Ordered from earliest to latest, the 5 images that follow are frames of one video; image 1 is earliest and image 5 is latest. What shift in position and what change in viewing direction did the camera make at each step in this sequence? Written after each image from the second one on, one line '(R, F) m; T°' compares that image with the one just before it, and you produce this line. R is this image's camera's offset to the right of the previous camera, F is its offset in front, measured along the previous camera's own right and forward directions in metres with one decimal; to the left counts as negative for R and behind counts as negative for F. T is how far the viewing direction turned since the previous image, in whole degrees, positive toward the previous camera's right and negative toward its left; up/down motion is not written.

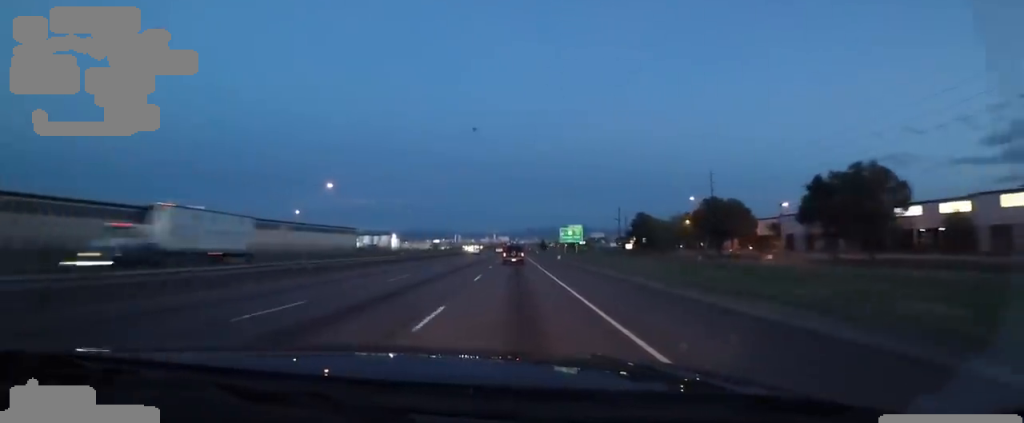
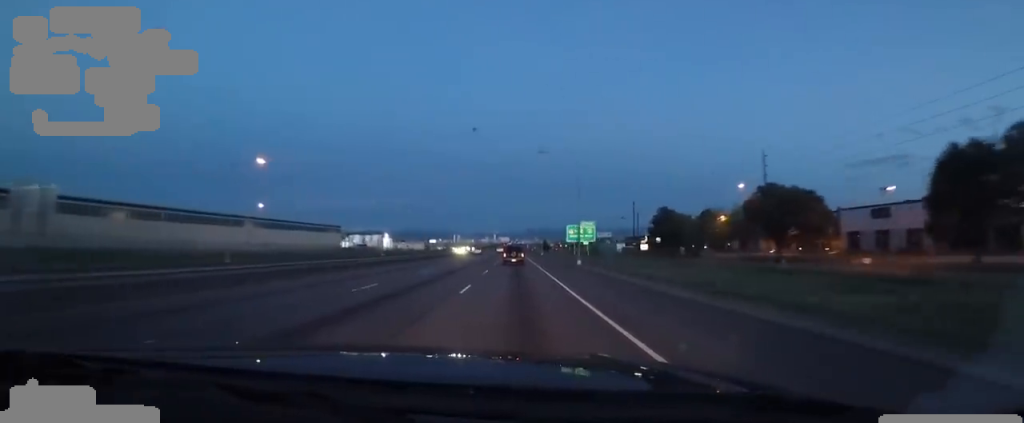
(0.0, +17.8) m; 0°
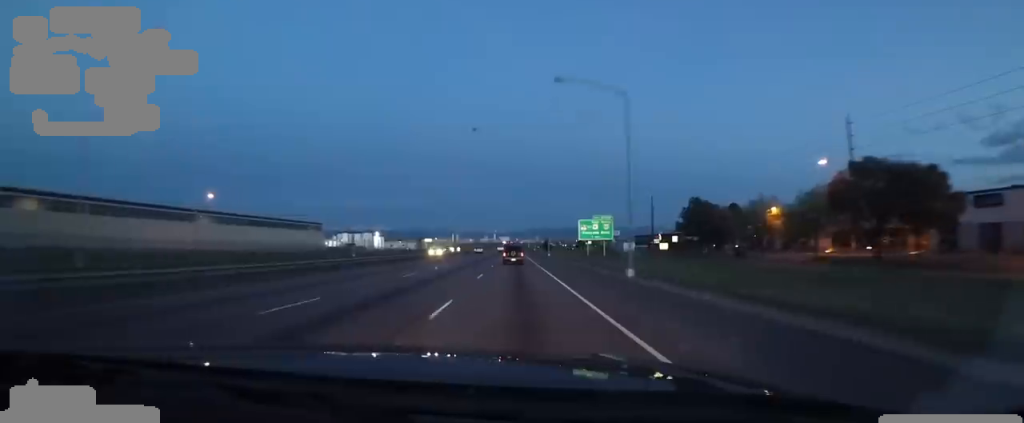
(0.0, +17.8) m; 0°
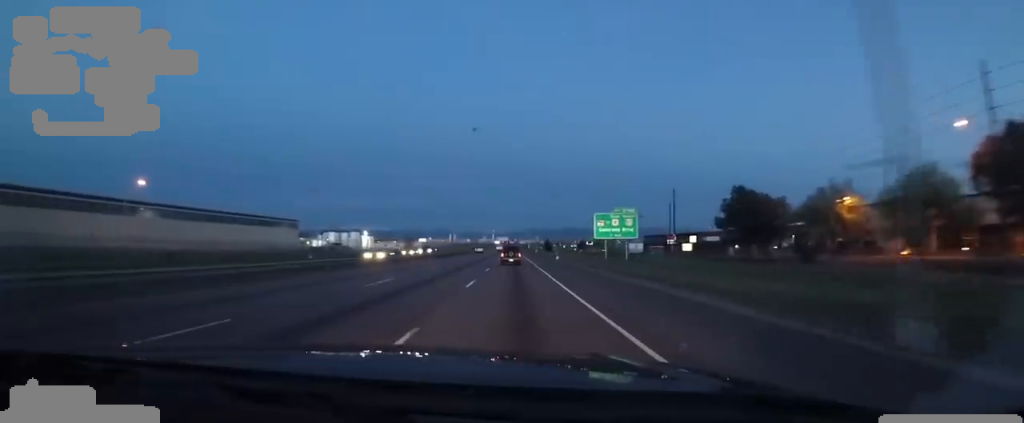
(0.0, +16.9) m; 0°
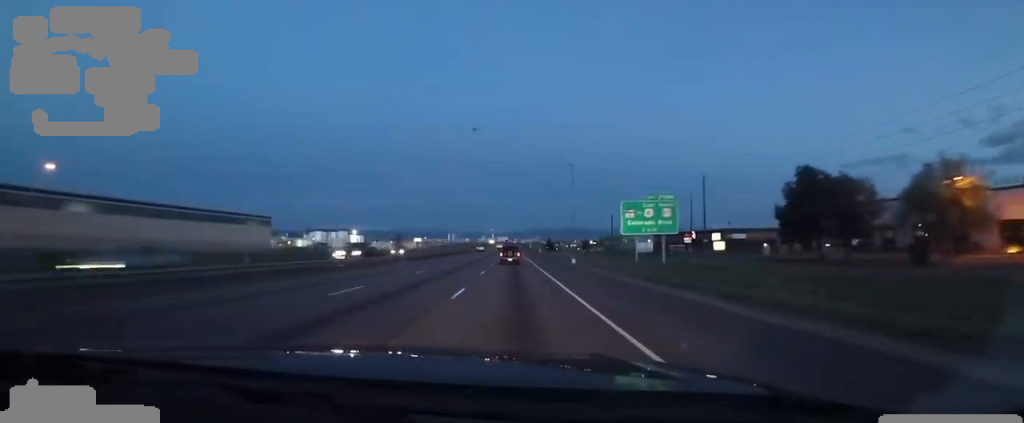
(0.0, +16.0) m; 0°
